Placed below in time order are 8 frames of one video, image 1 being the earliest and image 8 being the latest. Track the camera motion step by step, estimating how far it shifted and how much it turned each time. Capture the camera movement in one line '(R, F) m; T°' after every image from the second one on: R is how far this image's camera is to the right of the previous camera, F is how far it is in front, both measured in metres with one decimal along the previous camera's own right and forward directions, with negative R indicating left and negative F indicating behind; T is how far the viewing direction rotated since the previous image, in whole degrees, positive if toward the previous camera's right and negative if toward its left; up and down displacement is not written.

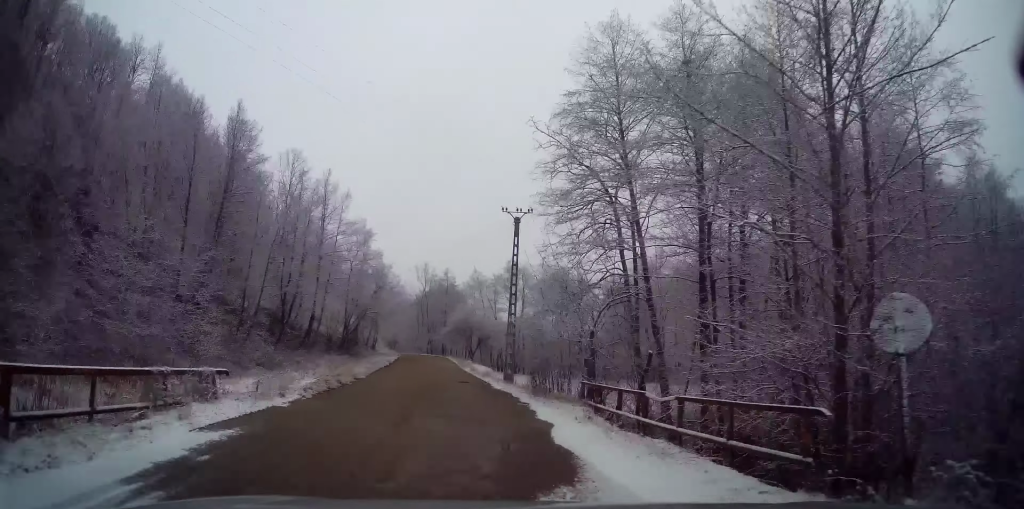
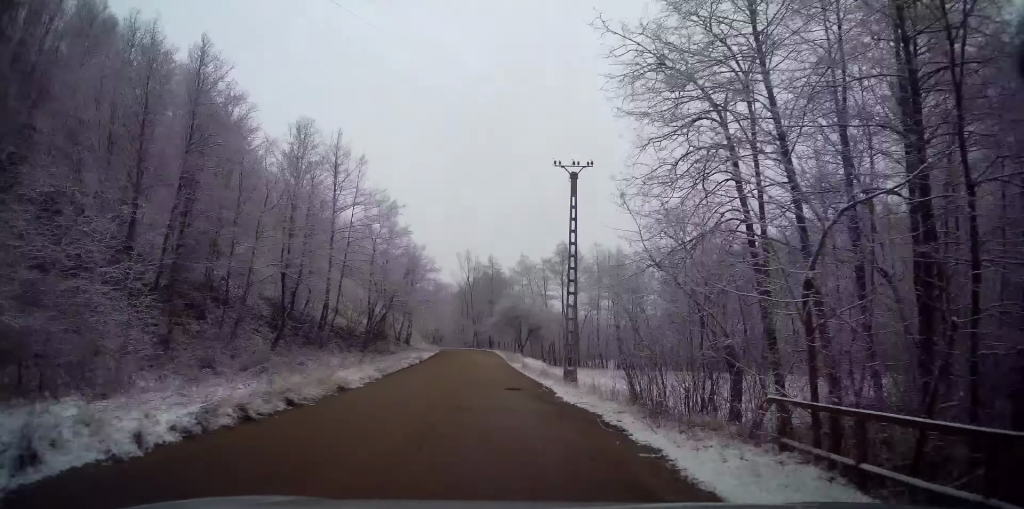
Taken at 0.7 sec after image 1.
(-0.8, +8.1) m; -8°
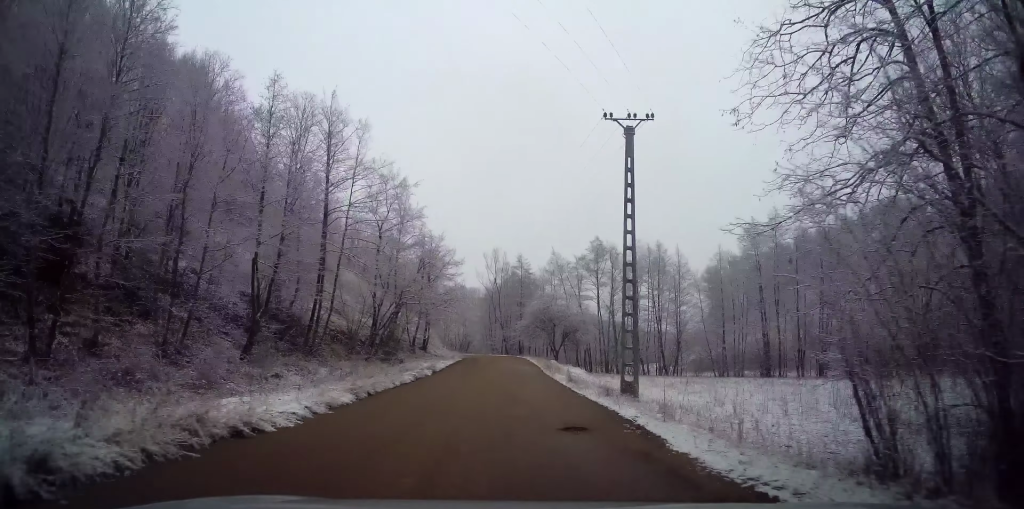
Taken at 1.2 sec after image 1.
(-0.4, +7.1) m; -1°
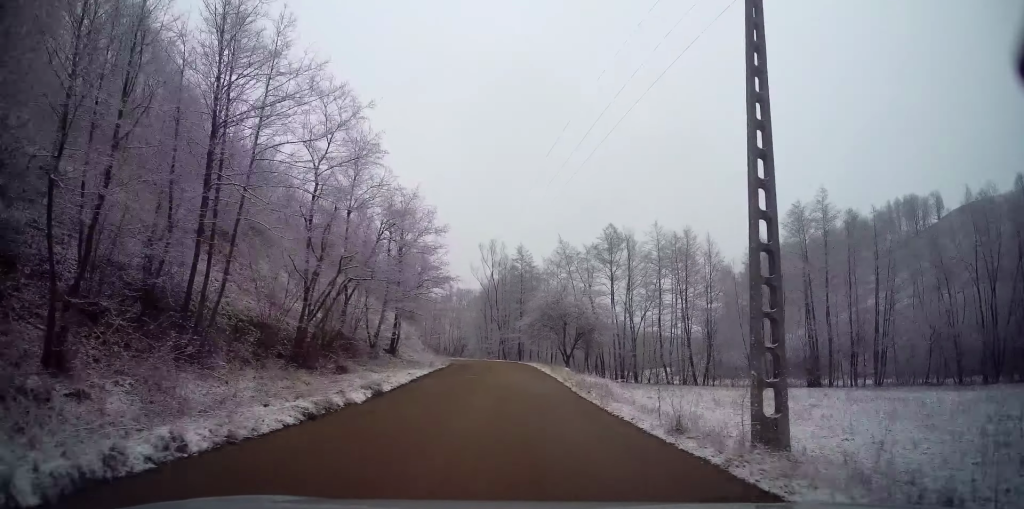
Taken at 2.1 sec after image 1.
(-0.1, +11.5) m; 0°
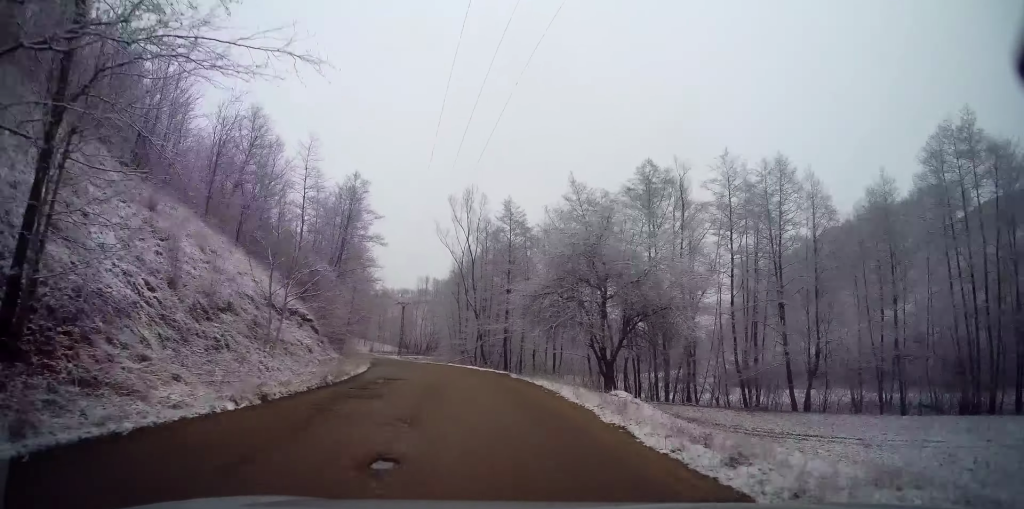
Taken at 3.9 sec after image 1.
(-0.1, +23.9) m; -2°
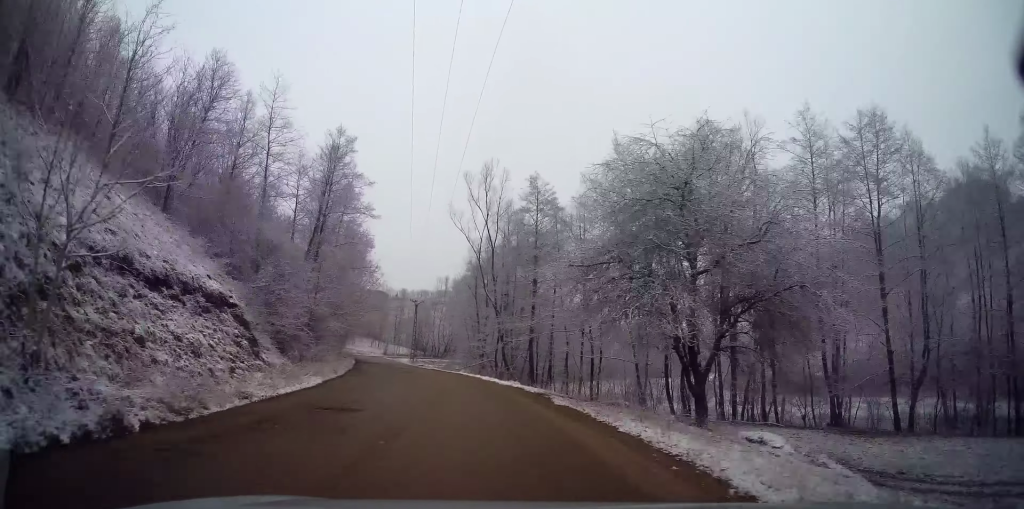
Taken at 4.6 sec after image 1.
(+0.1, +9.0) m; -2°
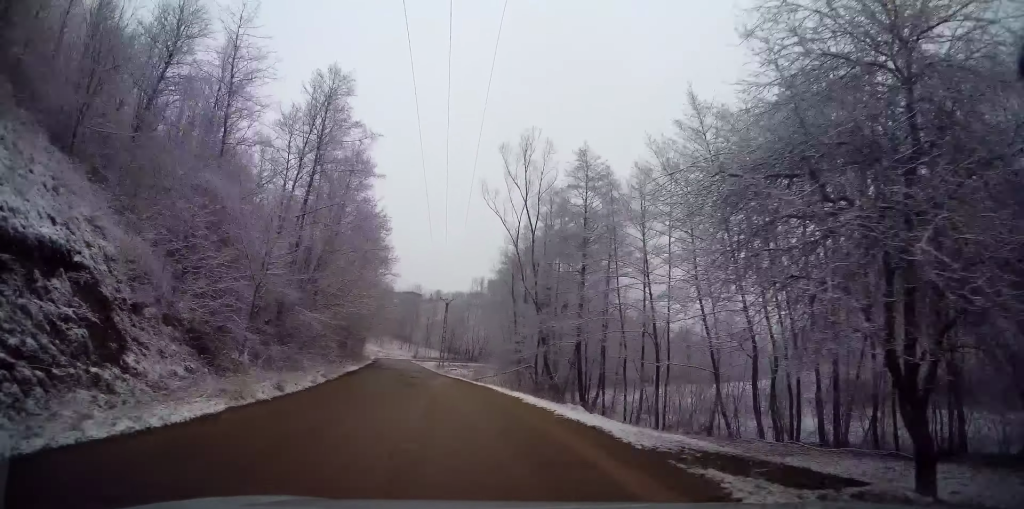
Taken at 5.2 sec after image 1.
(-0.3, +7.7) m; -3°
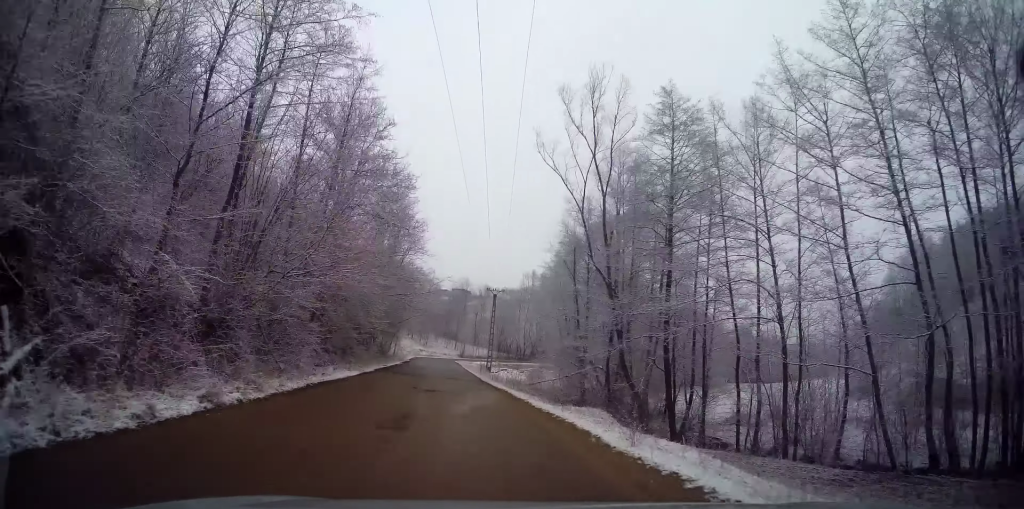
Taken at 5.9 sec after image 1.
(-0.3, +9.5) m; -4°
